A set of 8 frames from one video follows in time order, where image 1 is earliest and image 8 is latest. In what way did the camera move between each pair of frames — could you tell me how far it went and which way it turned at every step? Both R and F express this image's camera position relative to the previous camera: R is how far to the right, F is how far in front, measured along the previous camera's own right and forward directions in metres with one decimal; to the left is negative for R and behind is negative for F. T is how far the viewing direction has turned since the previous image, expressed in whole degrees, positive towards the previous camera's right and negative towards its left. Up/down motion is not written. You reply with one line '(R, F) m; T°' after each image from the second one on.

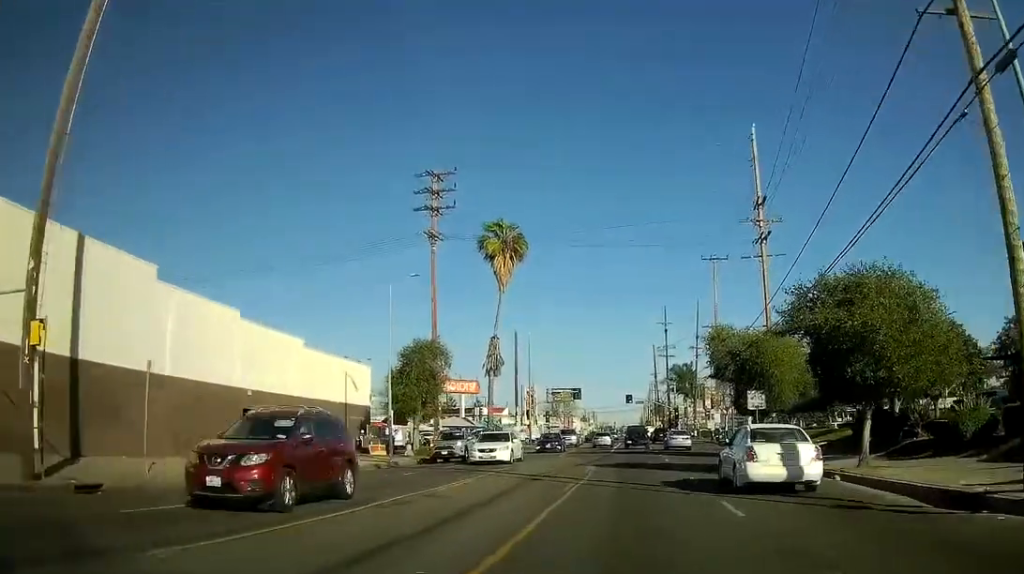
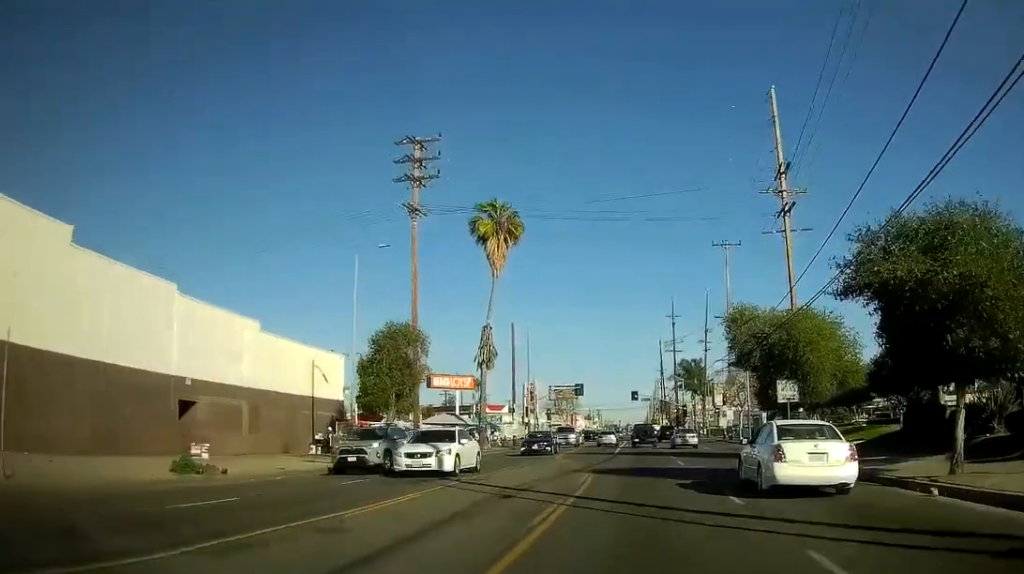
(0.0, +5.2) m; 0°
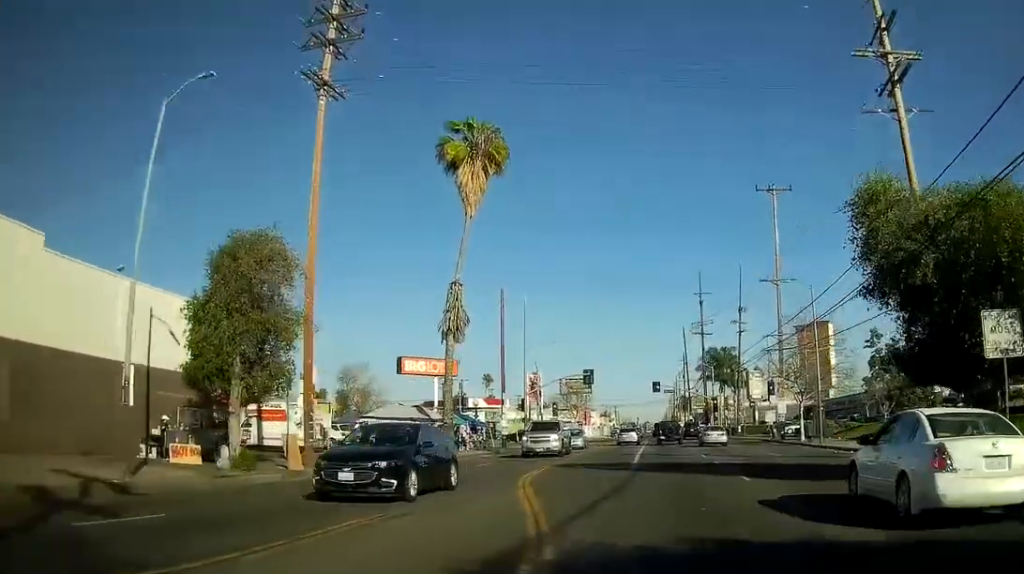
(-0.2, +16.5) m; -1°
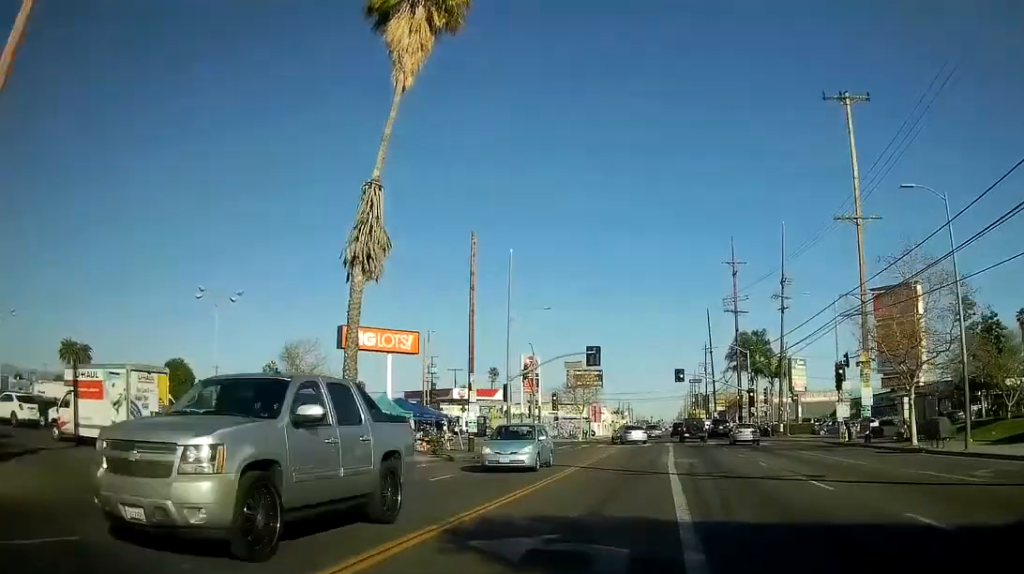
(-0.1, +18.8) m; -1°
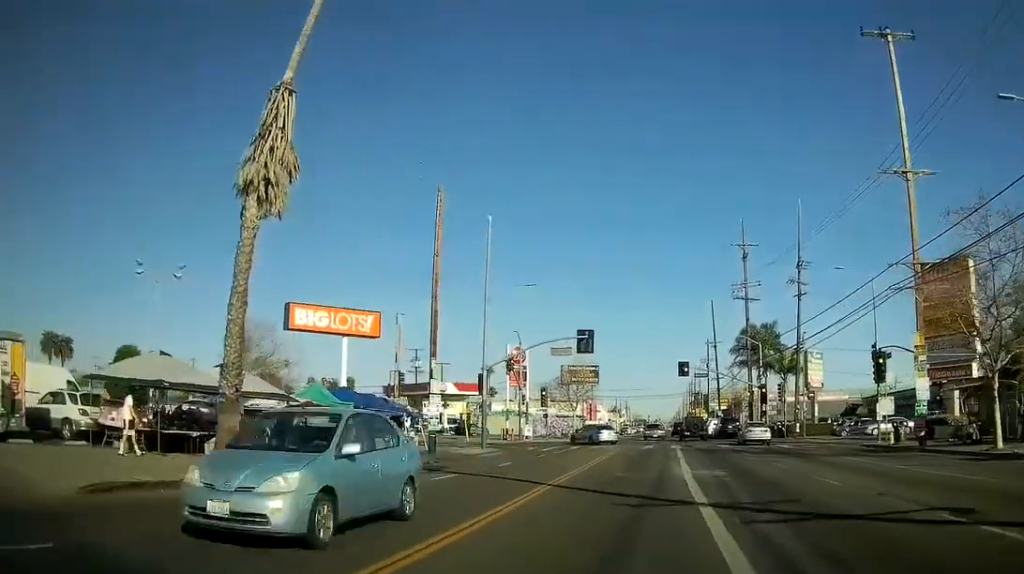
(-0.2, +8.6) m; 0°
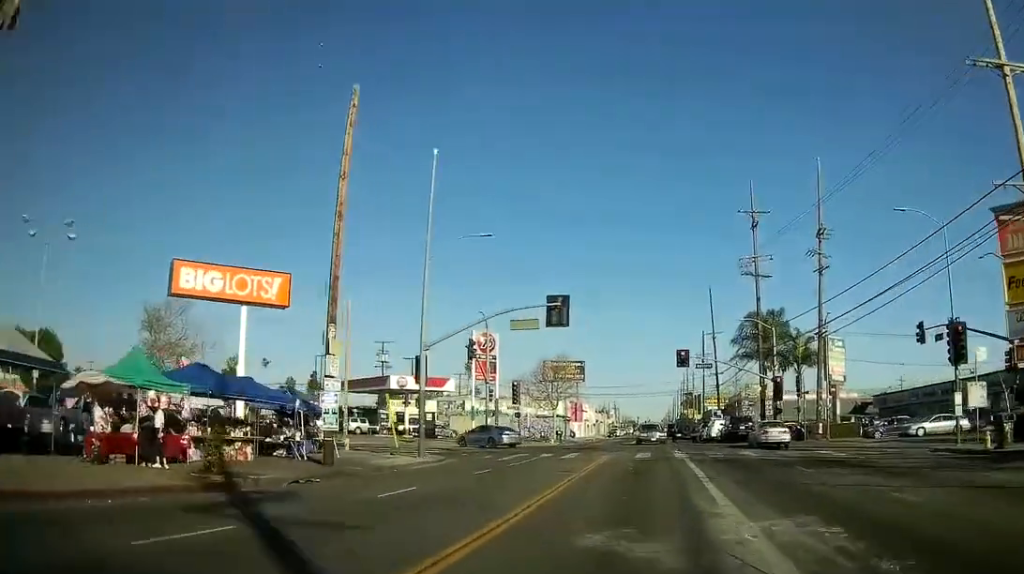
(0.0, +12.7) m; 0°
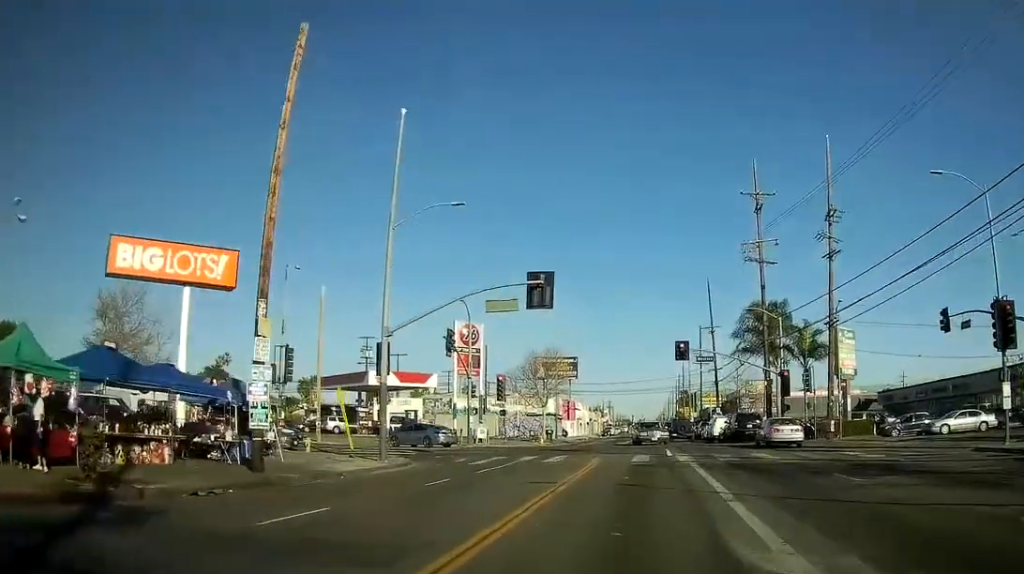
(0.0, +5.1) m; 0°
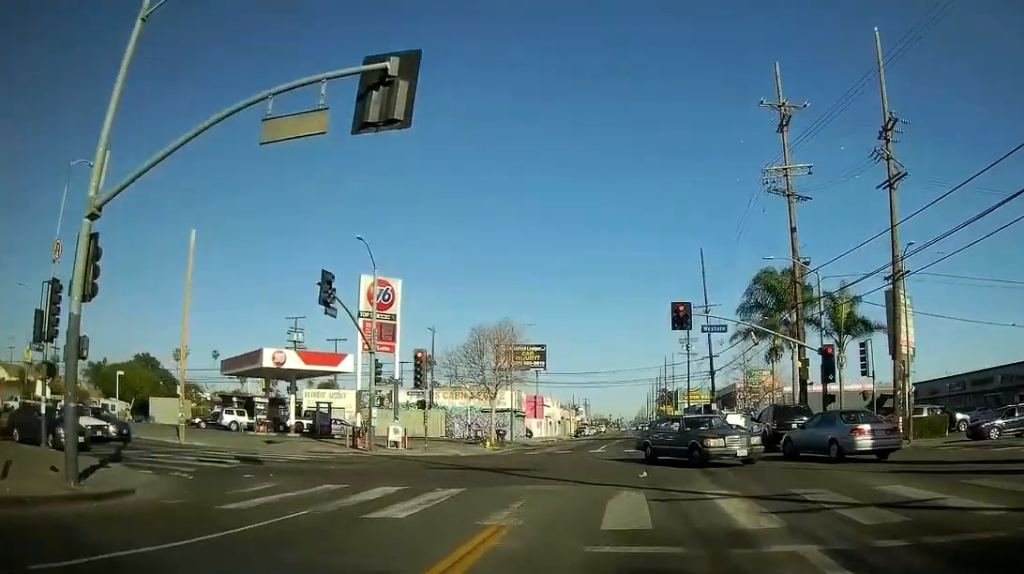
(+0.3, +21.1) m; +1°
